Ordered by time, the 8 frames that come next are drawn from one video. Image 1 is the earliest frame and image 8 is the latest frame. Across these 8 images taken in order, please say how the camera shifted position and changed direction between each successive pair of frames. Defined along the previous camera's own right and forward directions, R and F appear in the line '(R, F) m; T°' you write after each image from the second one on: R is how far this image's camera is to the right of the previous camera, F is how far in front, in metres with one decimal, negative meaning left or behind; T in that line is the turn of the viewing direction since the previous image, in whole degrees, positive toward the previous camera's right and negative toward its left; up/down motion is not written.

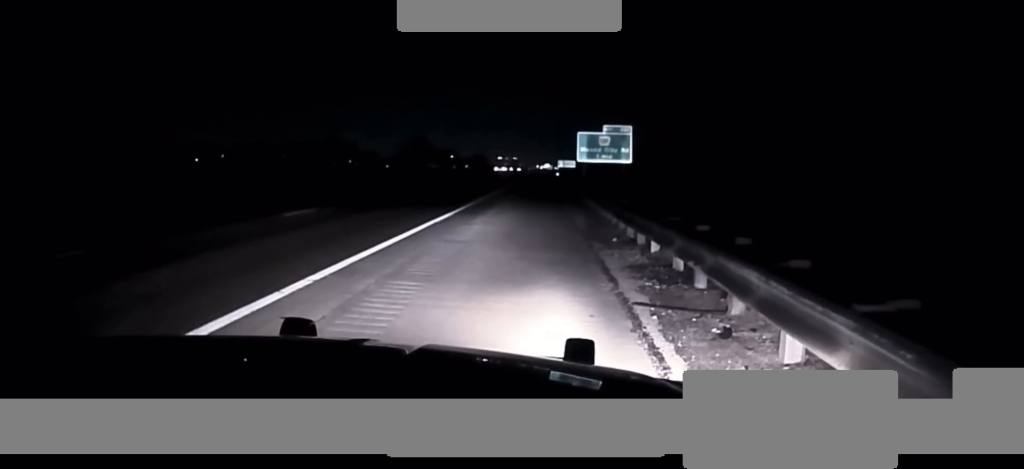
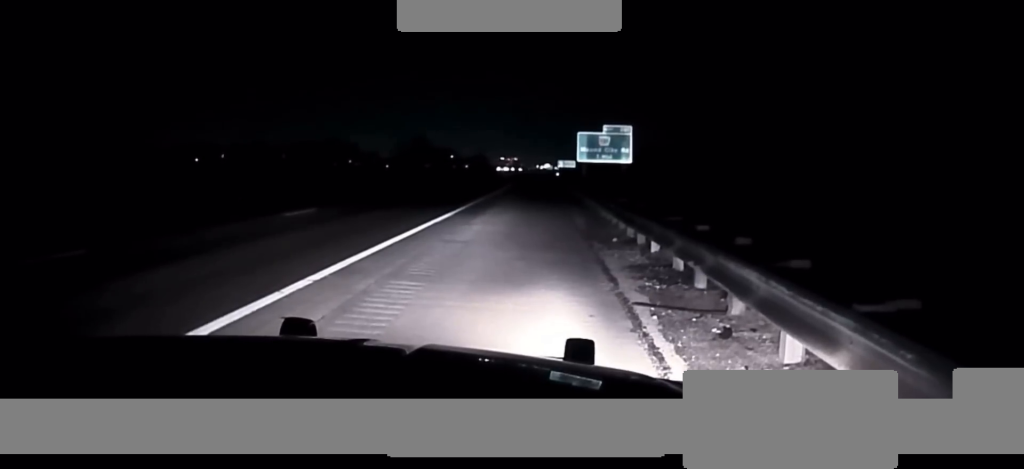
(0.0, 0.0) m; 0°
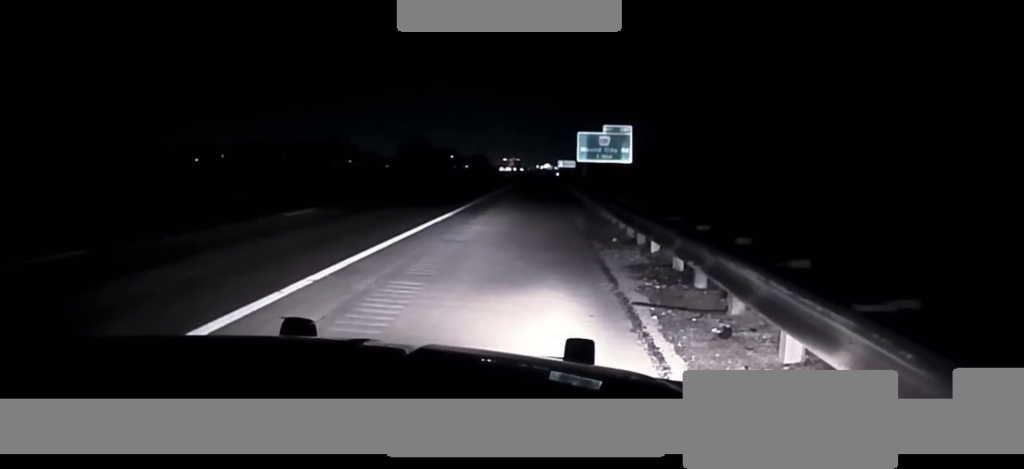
(0.0, 0.0) m; 0°
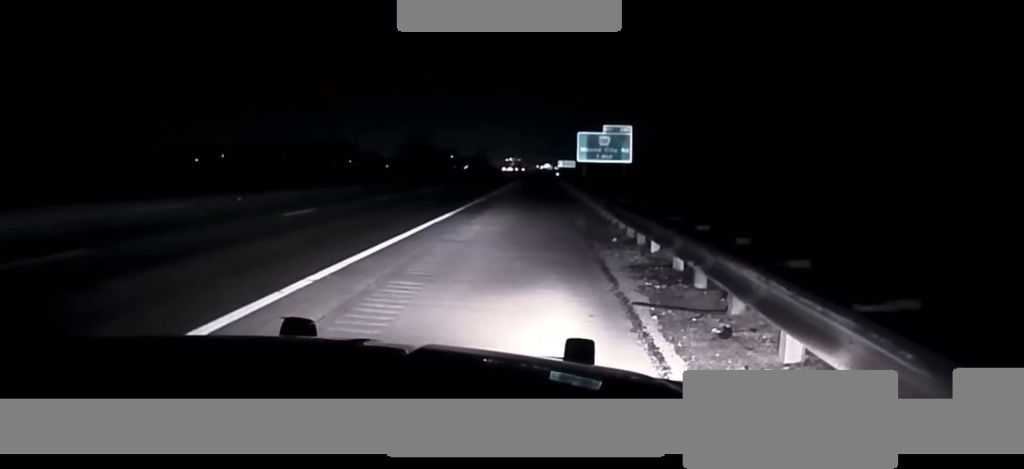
(0.0, 0.0) m; 0°
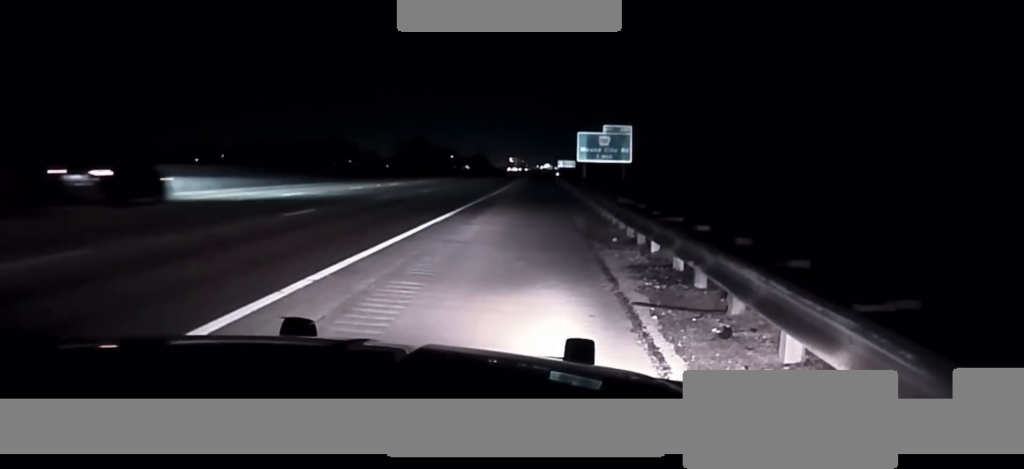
(-0.1, +0.3) m; 0°
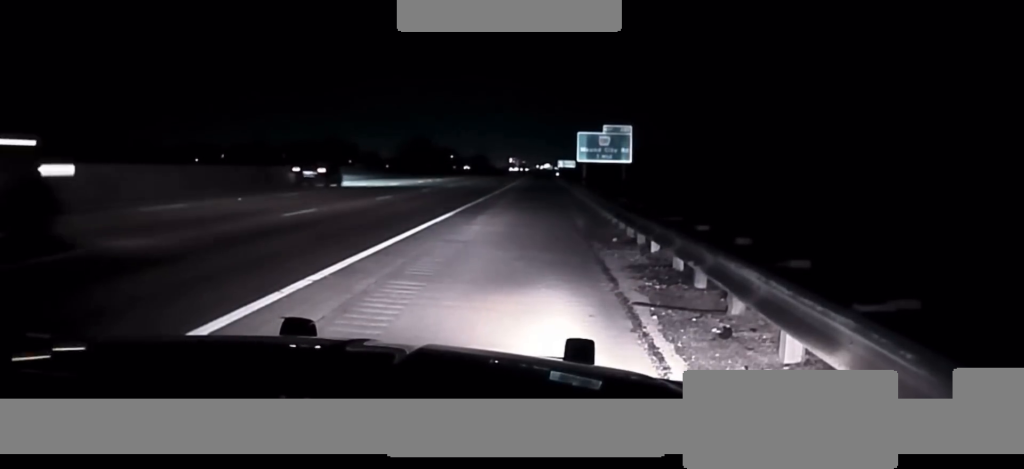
(0.0, 0.0) m; 0°
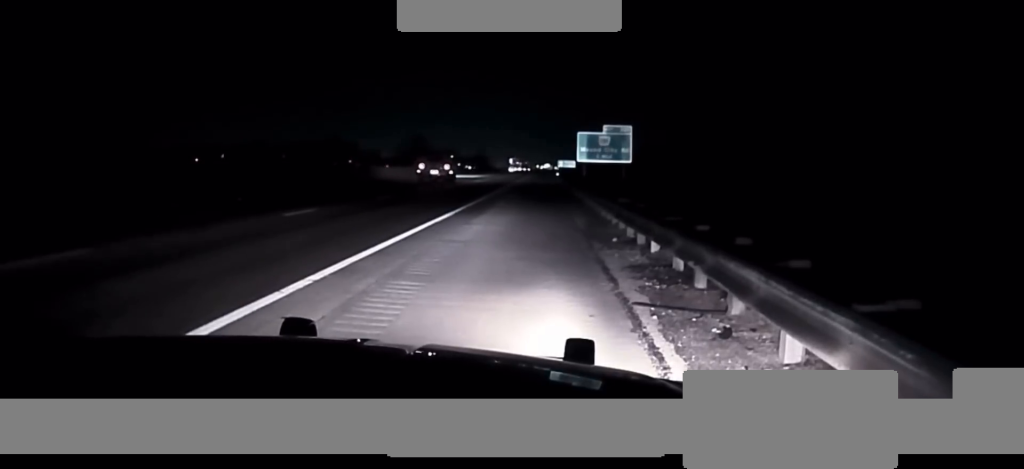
(-0.1, +0.4) m; 0°
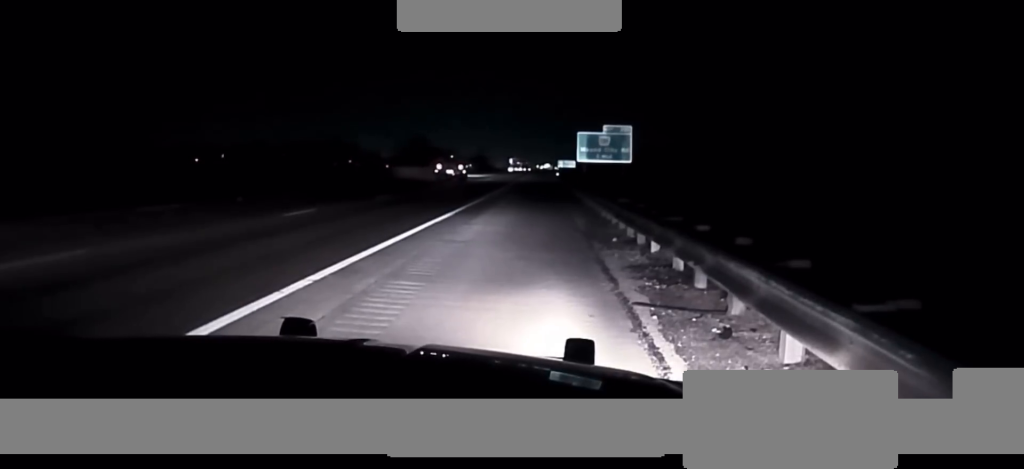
(0.0, 0.0) m; 0°
